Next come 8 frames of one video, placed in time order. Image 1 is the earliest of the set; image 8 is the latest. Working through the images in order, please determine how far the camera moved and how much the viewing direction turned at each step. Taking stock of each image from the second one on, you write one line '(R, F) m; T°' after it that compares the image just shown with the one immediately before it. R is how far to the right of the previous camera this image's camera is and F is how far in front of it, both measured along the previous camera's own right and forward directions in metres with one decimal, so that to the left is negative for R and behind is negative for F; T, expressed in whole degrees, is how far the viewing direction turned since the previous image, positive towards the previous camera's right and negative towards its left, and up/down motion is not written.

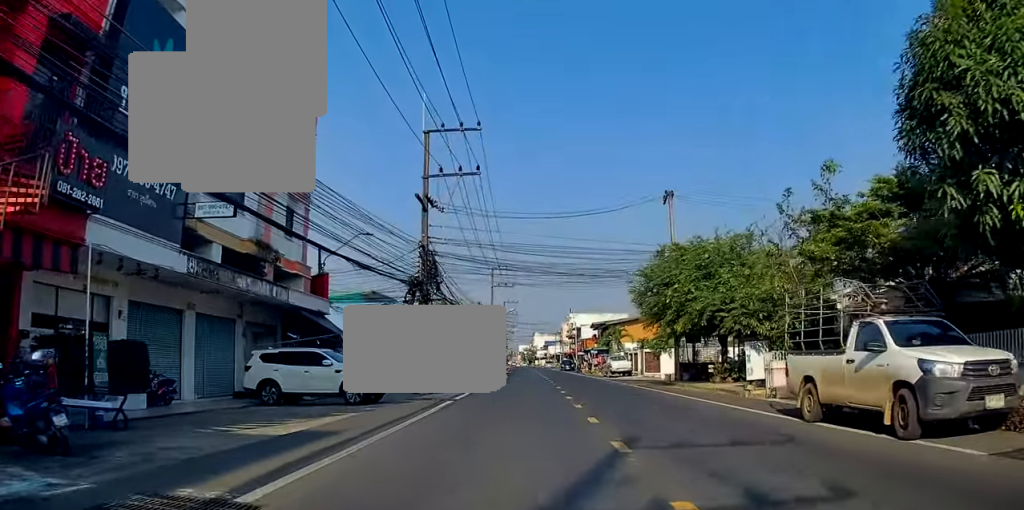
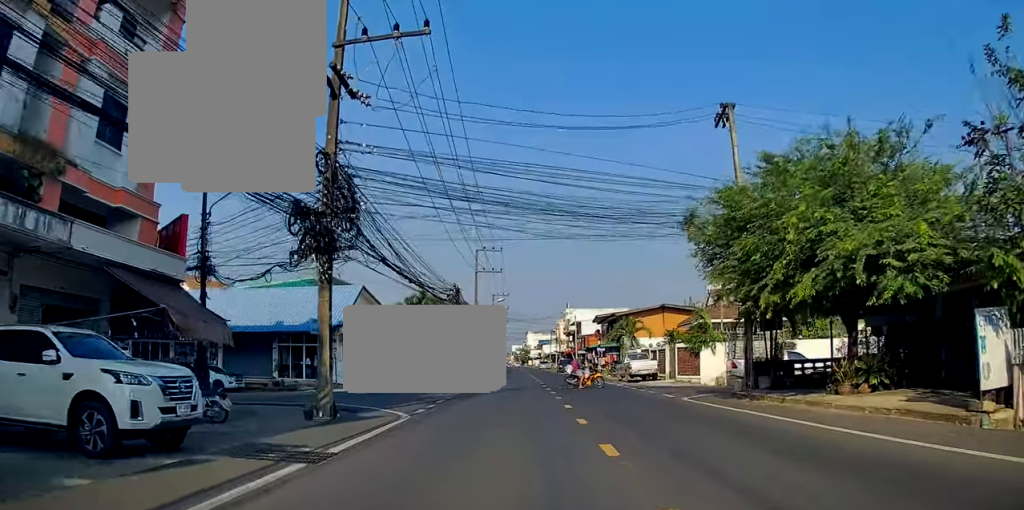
(-0.4, +13.3) m; -1°
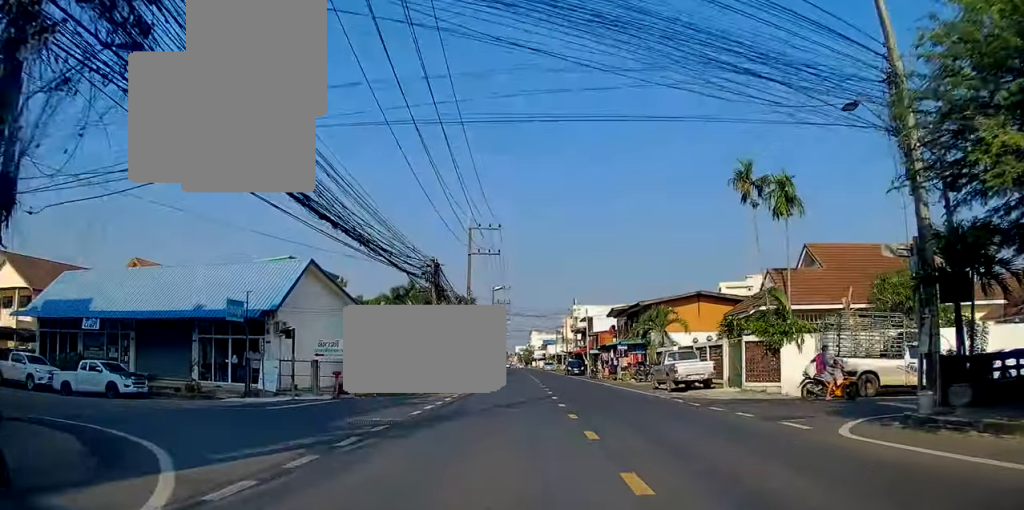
(+0.2, +11.8) m; 0°
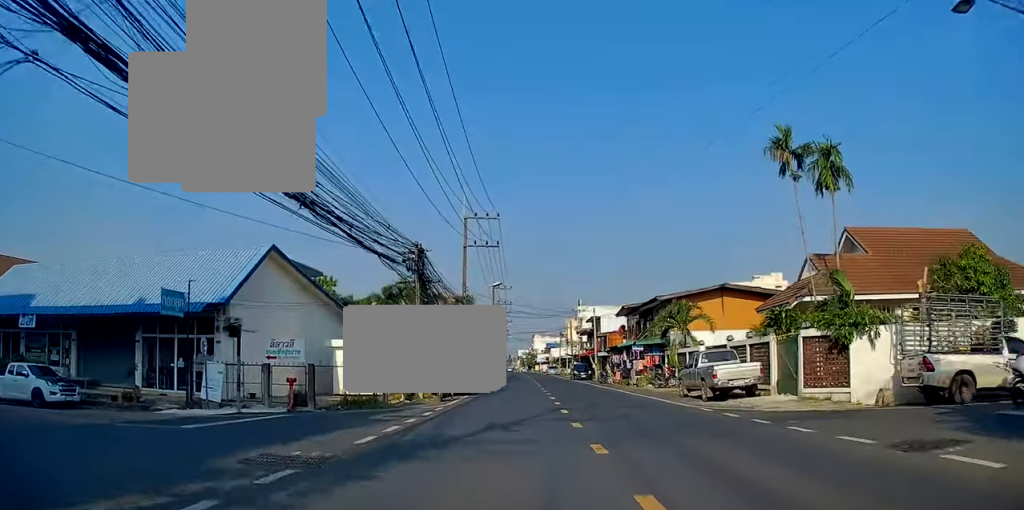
(-0.2, +5.3) m; 0°
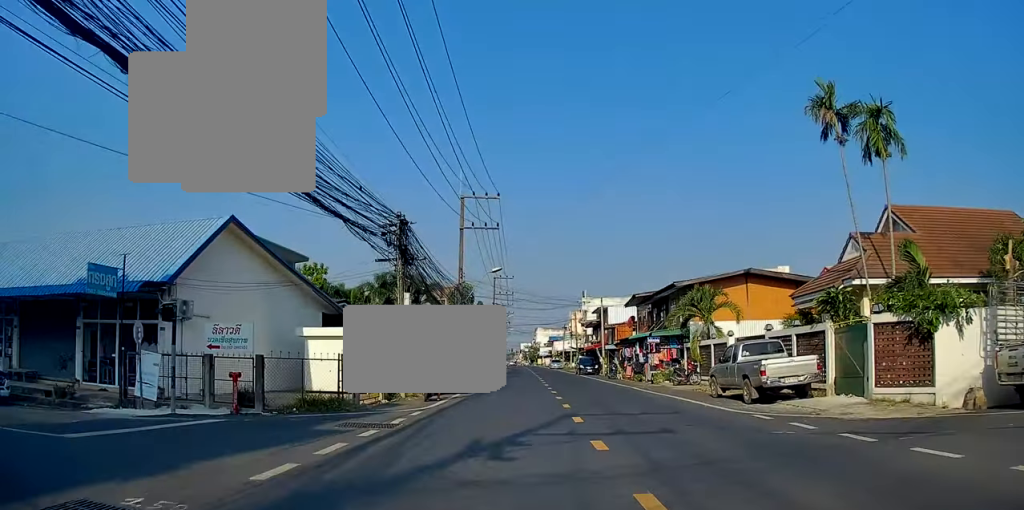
(0.0, +4.6) m; 0°
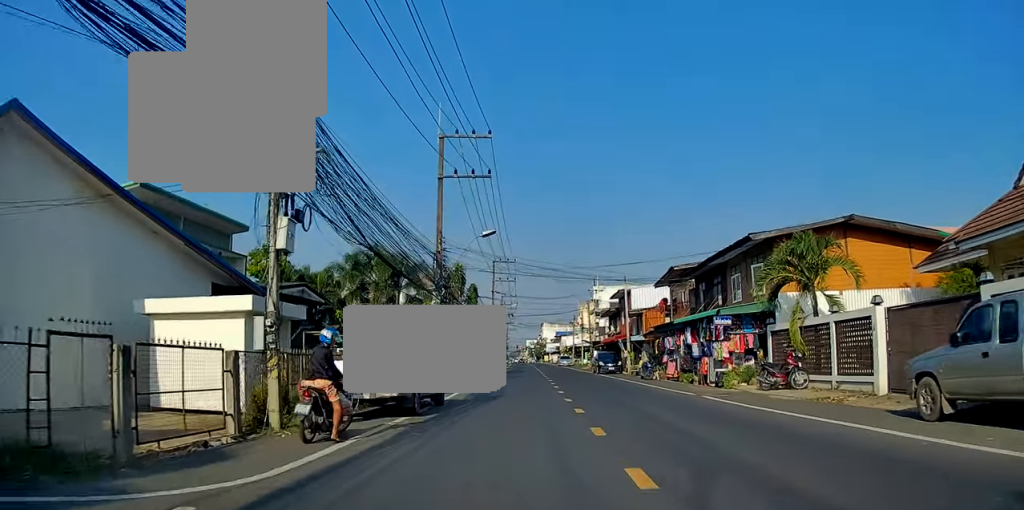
(+0.4, +12.2) m; +1°
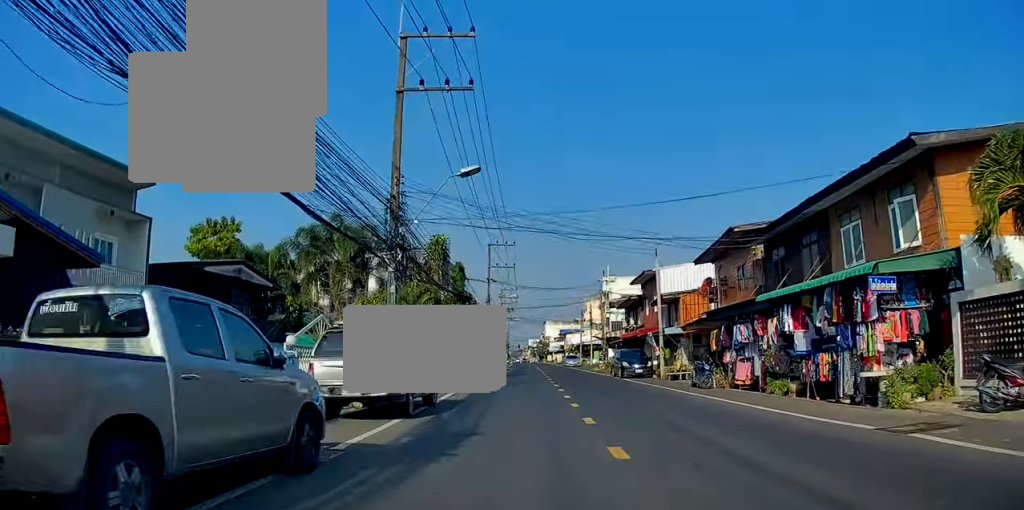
(-0.2, +11.8) m; -1°
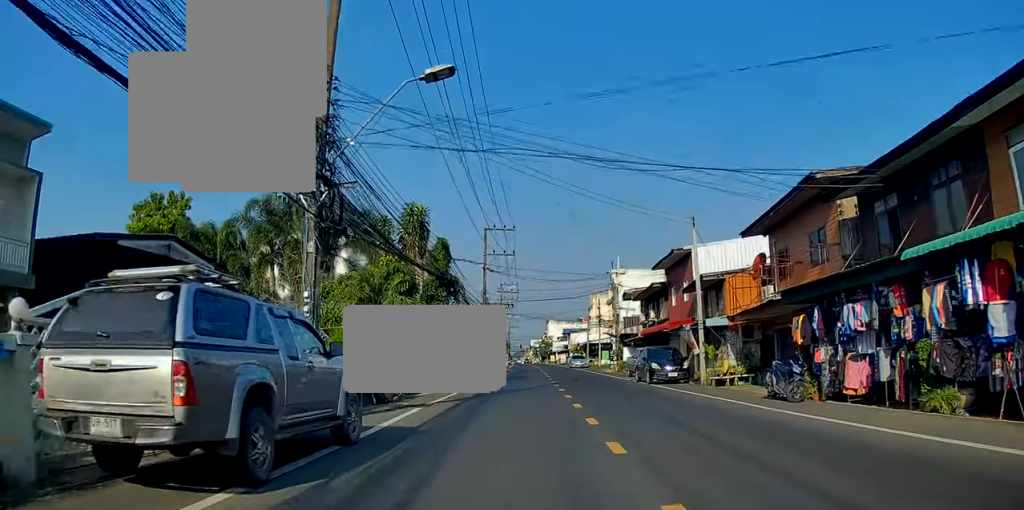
(-0.1, +8.3) m; 0°
